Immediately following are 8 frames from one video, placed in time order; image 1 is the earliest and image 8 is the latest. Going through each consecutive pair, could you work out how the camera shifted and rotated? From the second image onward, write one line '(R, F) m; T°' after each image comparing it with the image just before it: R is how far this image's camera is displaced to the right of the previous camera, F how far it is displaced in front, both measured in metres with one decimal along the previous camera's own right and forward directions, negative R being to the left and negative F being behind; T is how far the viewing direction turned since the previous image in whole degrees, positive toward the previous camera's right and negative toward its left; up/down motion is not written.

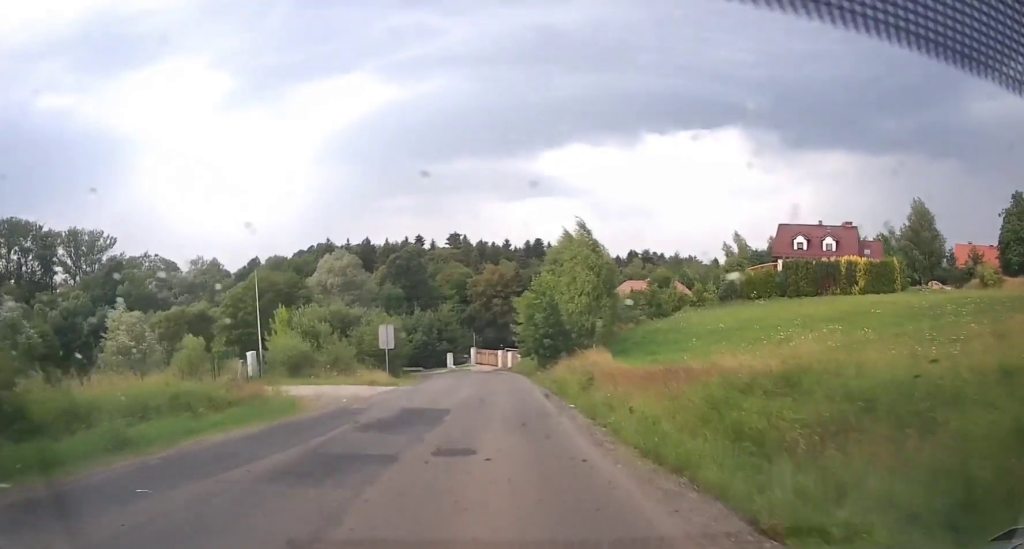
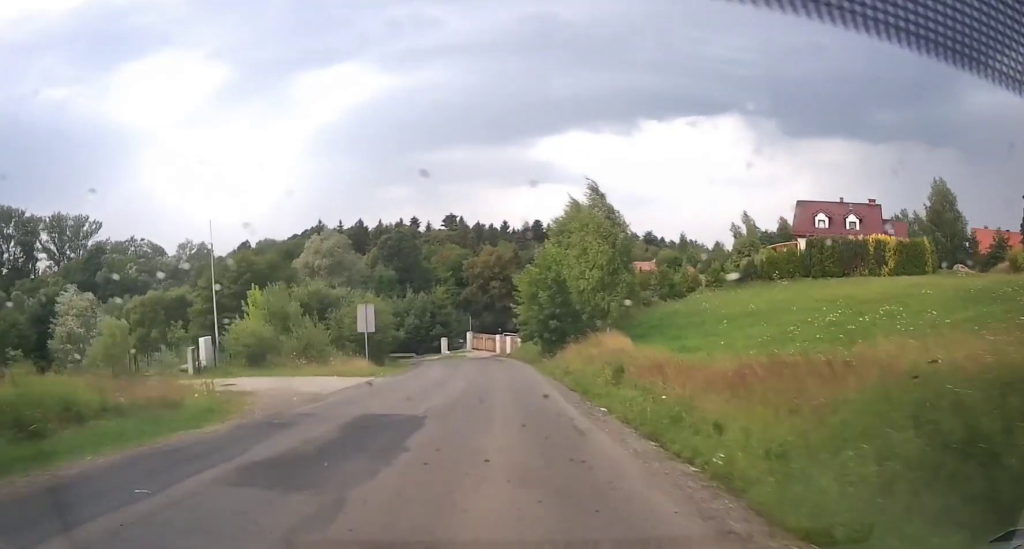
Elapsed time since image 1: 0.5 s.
(+0.1, +6.1) m; +1°
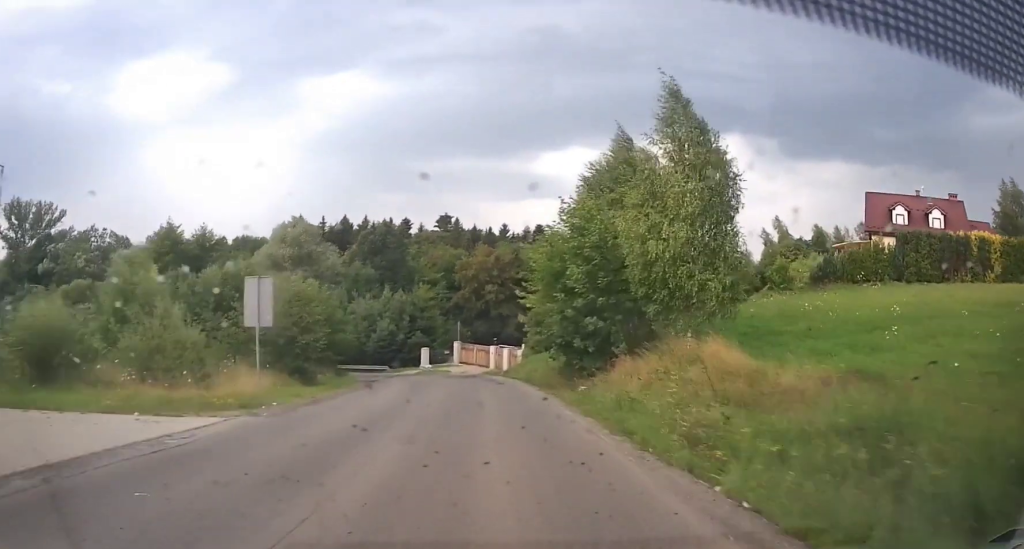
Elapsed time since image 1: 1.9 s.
(+0.2, +15.1) m; +1°
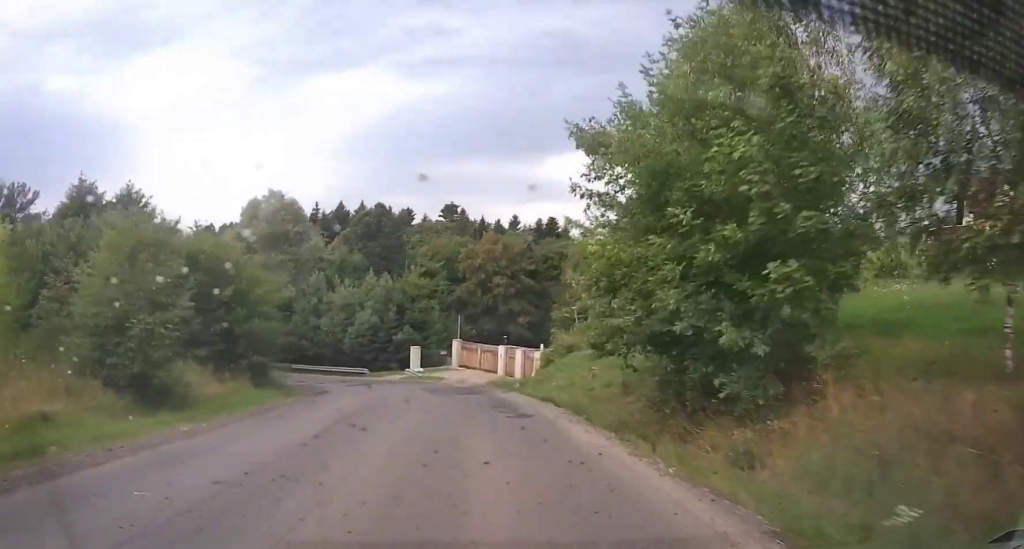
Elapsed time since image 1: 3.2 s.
(-0.2, +13.3) m; -3°
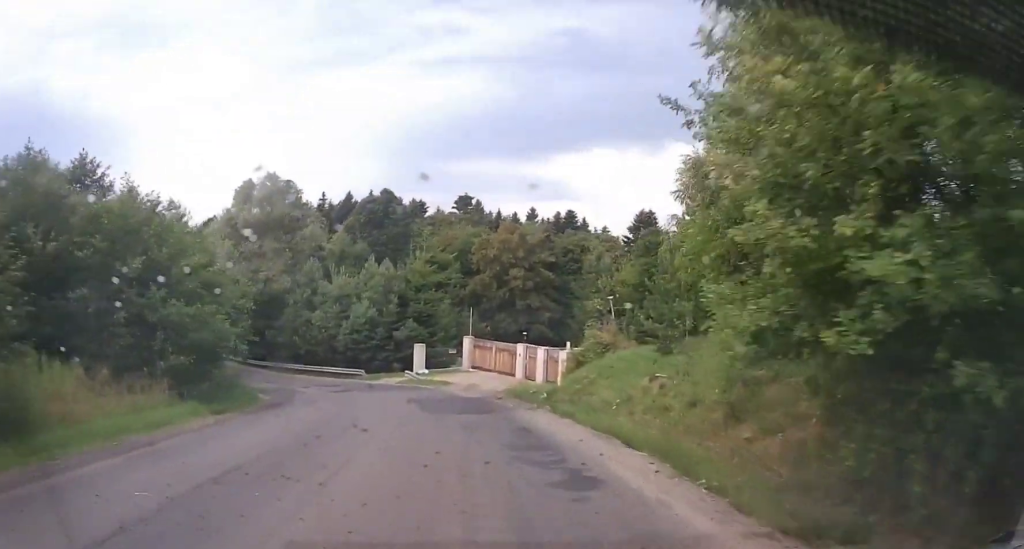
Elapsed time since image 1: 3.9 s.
(-0.1, +7.1) m; -3°
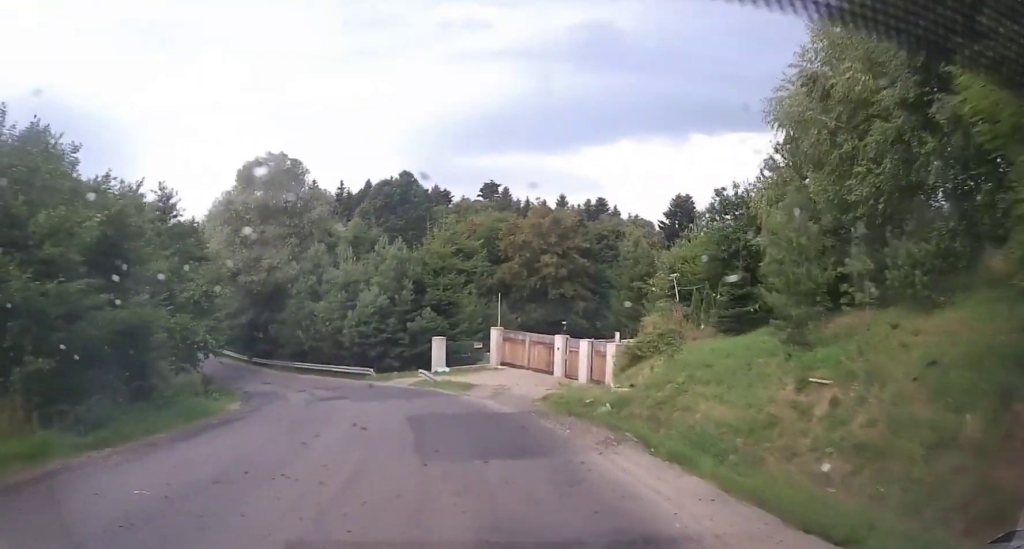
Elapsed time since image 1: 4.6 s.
(0.0, +6.6) m; -4°
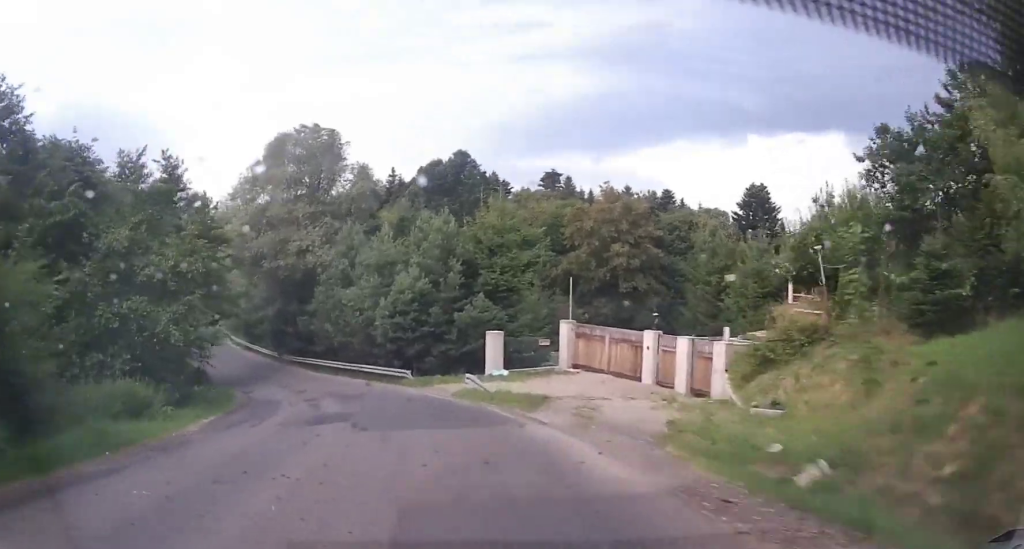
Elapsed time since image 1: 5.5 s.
(-0.5, +8.0) m; -8°
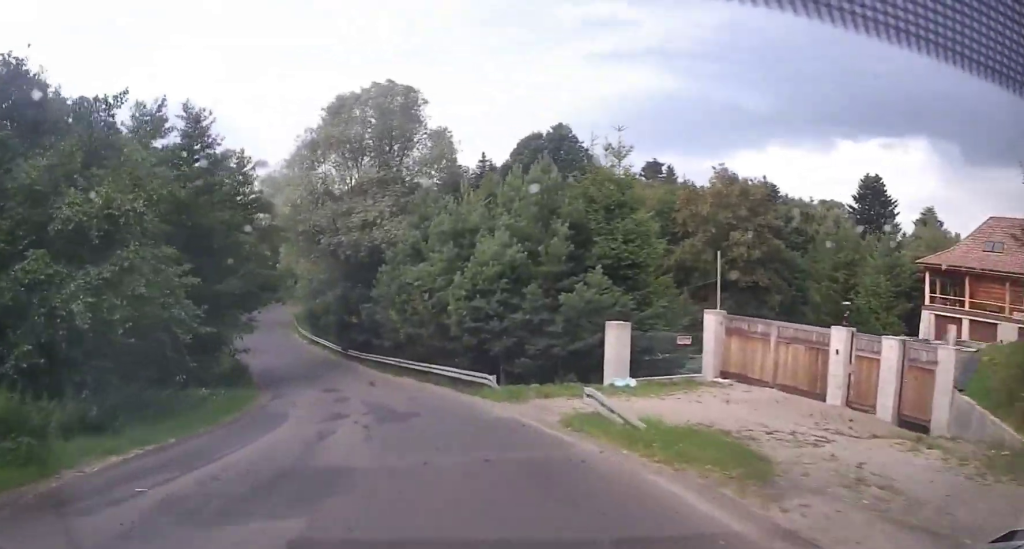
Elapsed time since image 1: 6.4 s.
(-0.8, +9.4) m; -10°
